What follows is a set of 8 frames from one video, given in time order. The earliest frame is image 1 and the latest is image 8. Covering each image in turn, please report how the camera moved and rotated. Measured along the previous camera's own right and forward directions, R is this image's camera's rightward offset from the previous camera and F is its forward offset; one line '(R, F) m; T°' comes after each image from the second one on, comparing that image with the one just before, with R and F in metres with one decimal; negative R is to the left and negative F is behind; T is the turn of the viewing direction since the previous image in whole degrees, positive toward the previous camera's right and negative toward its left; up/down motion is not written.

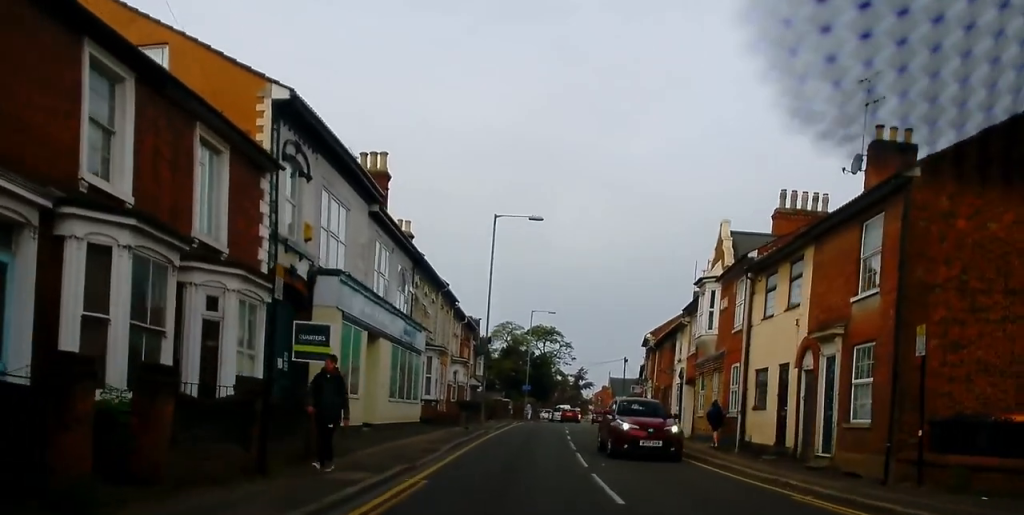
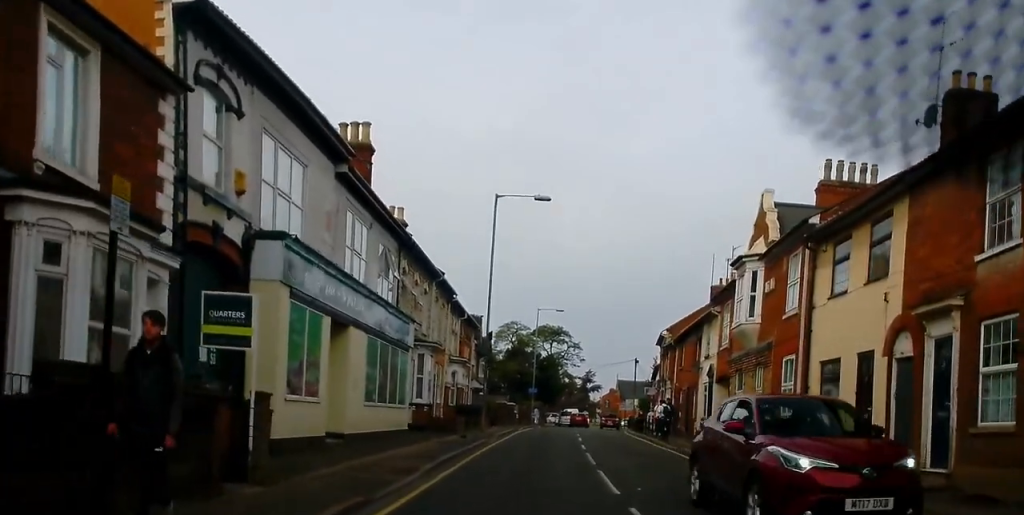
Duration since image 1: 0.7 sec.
(+0.5, +4.4) m; +1°
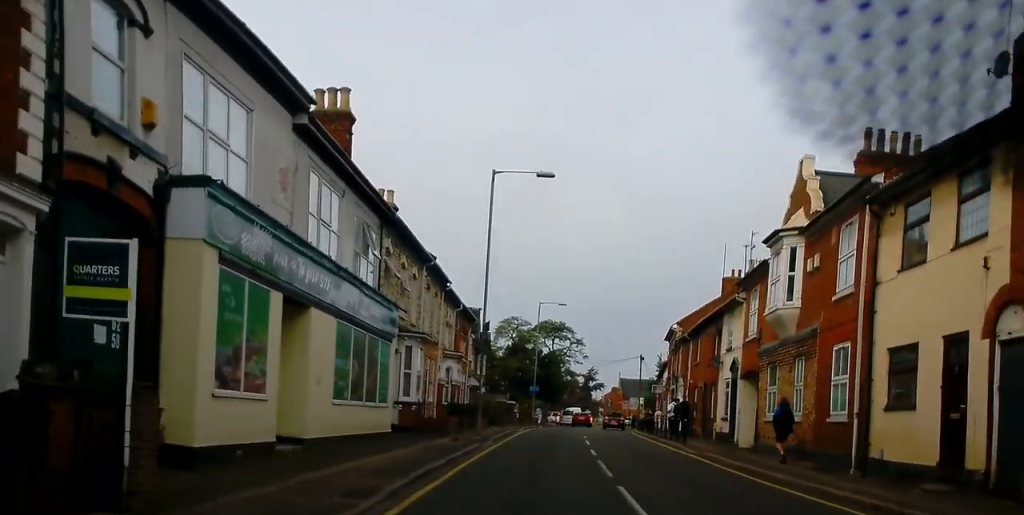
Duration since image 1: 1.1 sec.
(-0.3, +3.3) m; -1°
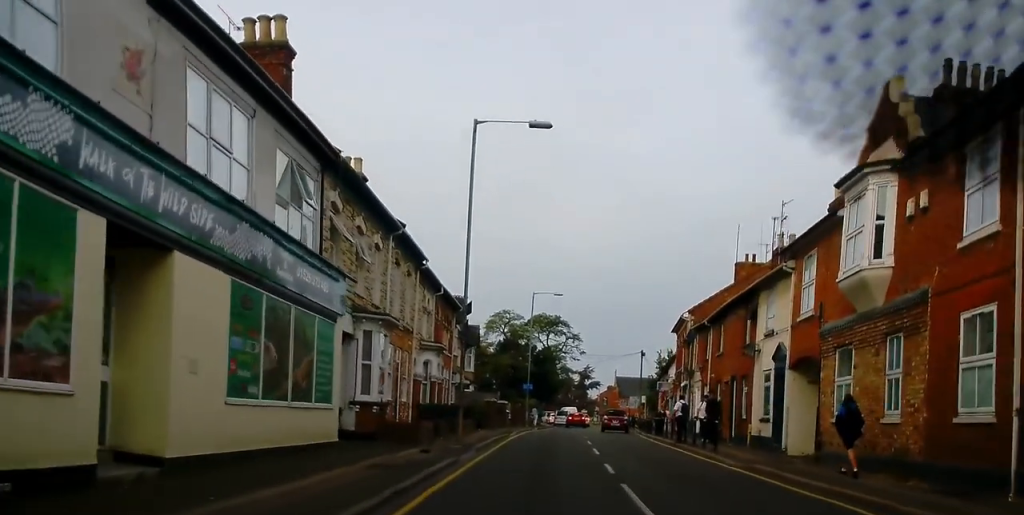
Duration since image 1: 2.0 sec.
(-0.2, +5.5) m; -1°
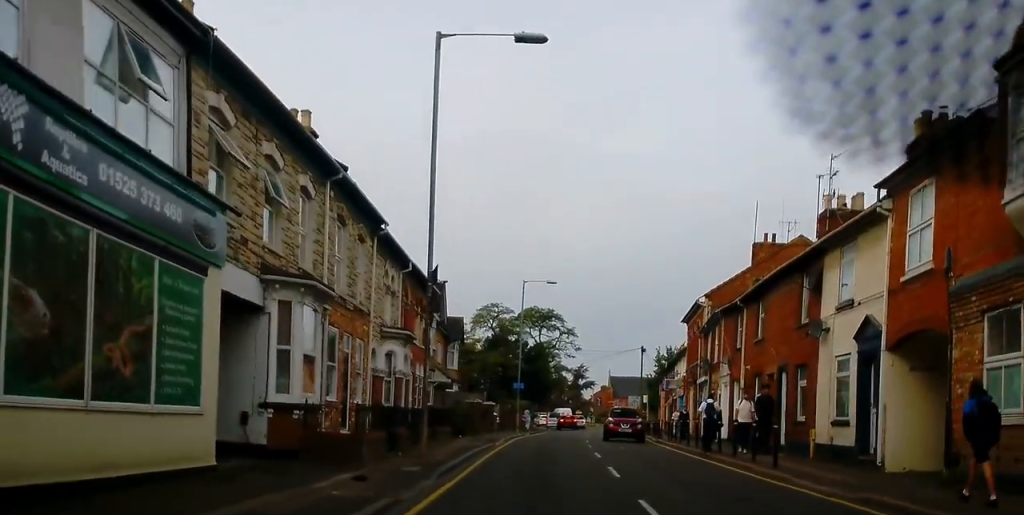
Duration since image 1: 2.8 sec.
(+0.2, +6.3) m; +1°
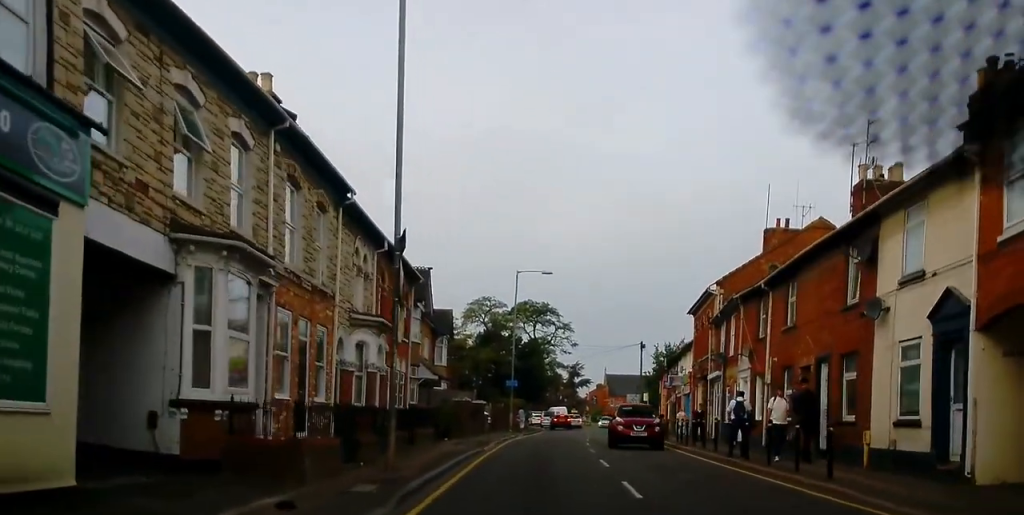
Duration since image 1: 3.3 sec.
(-0.1, +3.5) m; 0°
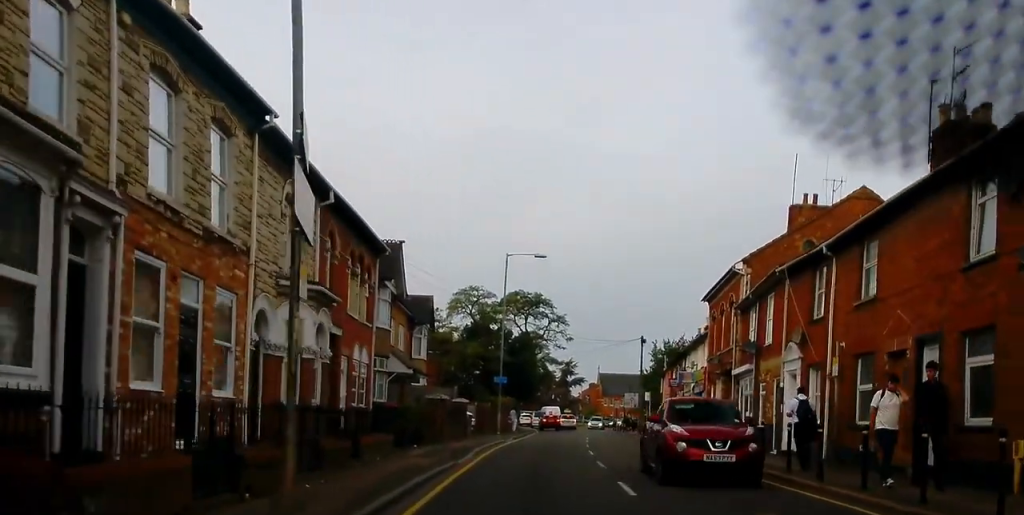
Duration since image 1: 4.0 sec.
(0.0, +5.6) m; -1°
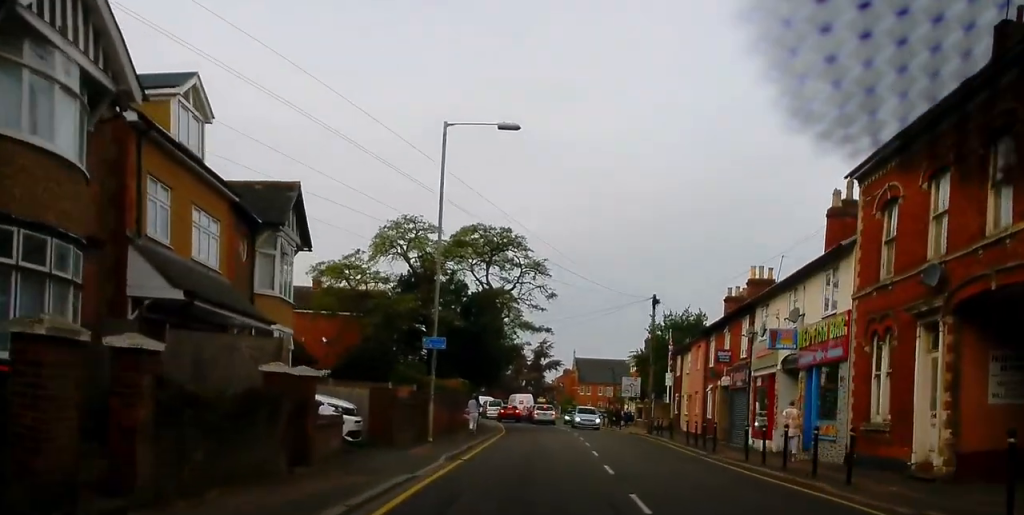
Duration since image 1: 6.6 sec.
(-0.2, +20.3) m; +2°
